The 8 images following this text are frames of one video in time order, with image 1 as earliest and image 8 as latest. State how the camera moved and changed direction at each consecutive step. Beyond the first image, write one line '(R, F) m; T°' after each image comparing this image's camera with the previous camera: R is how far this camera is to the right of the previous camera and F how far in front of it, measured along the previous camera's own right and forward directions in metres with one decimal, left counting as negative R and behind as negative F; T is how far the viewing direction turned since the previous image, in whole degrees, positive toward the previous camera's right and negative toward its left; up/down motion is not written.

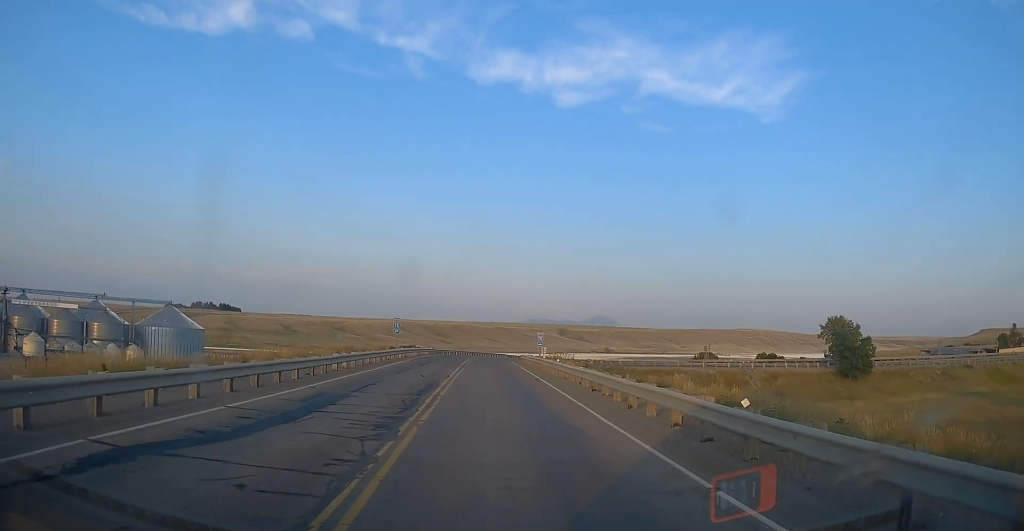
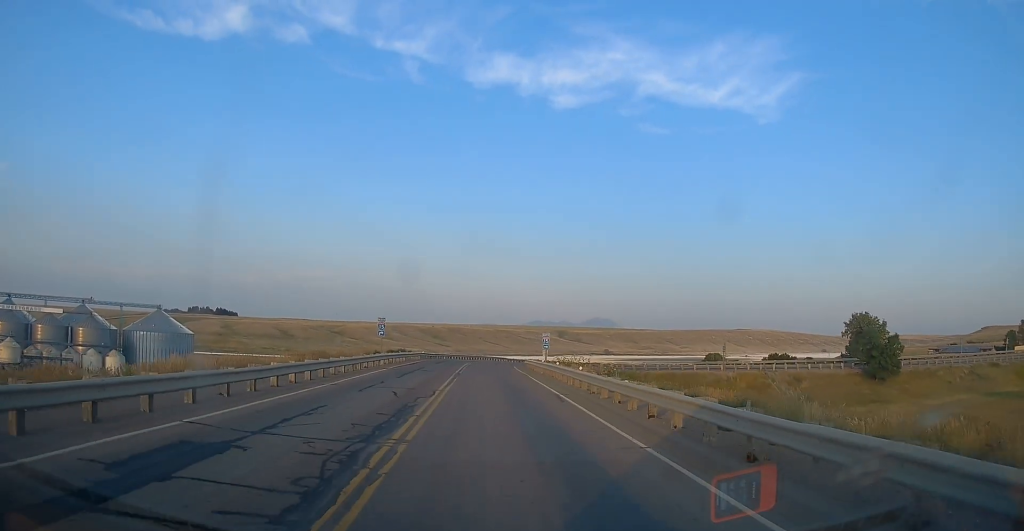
(+0.1, +7.8) m; 0°
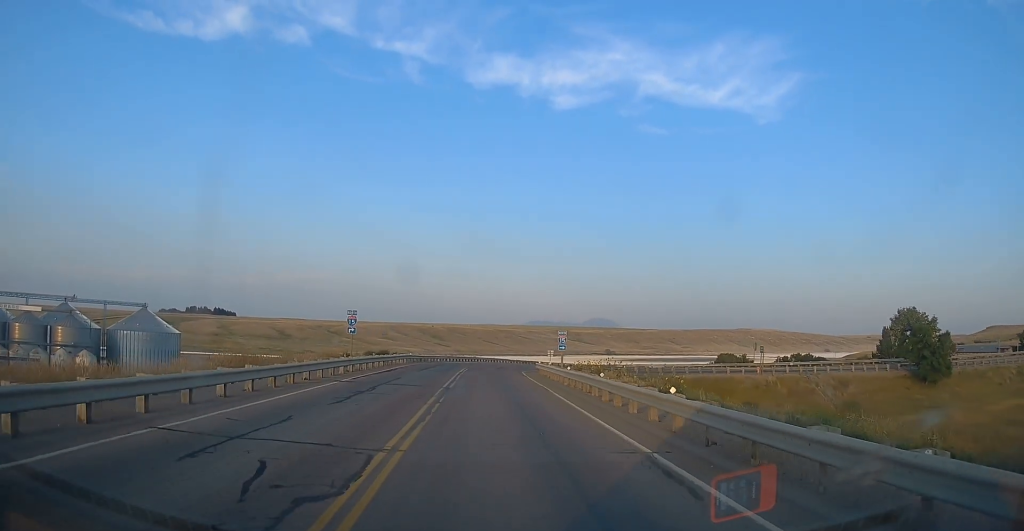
(0.0, +11.8) m; -2°
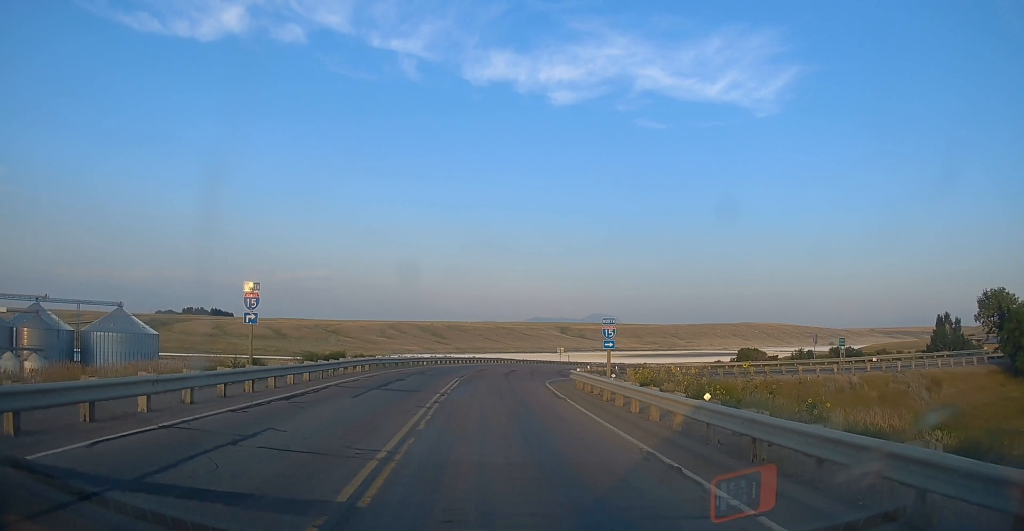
(-0.2, +17.6) m; +1°
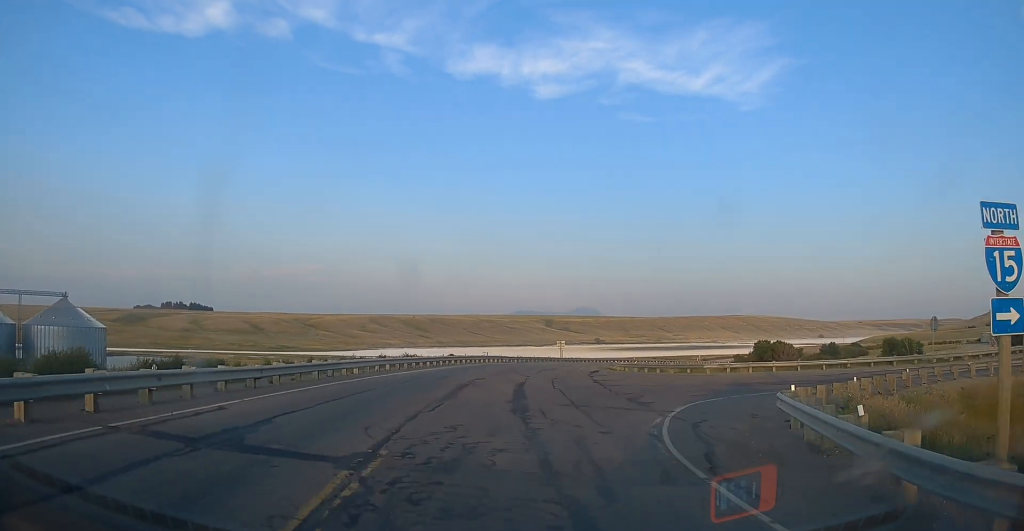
(+0.2, +25.9) m; +1°
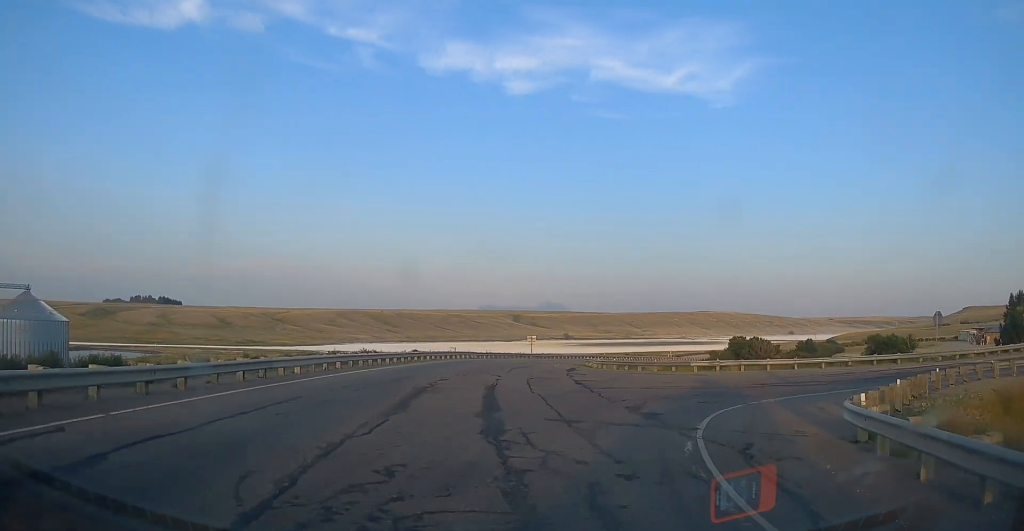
(-0.2, +5.2) m; +2°
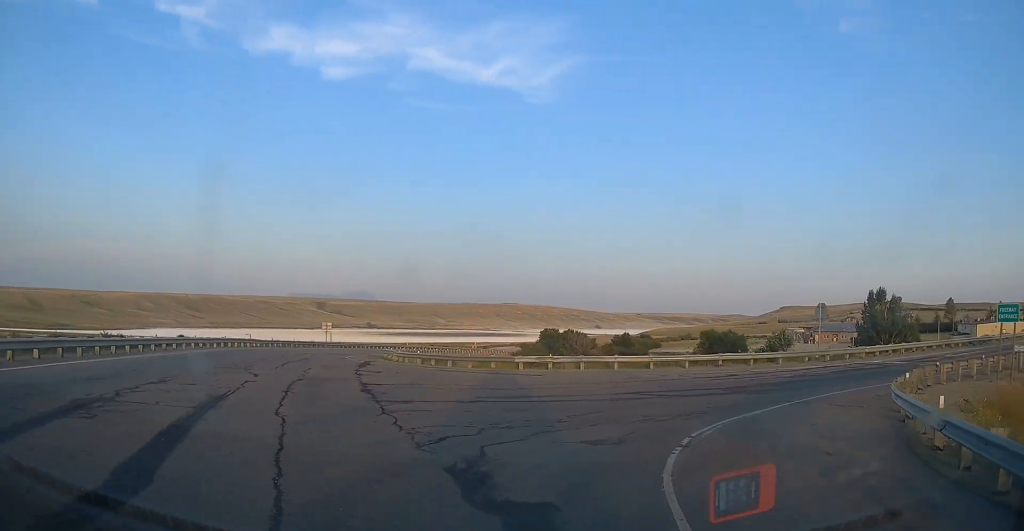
(+1.3, +10.5) m; +11°
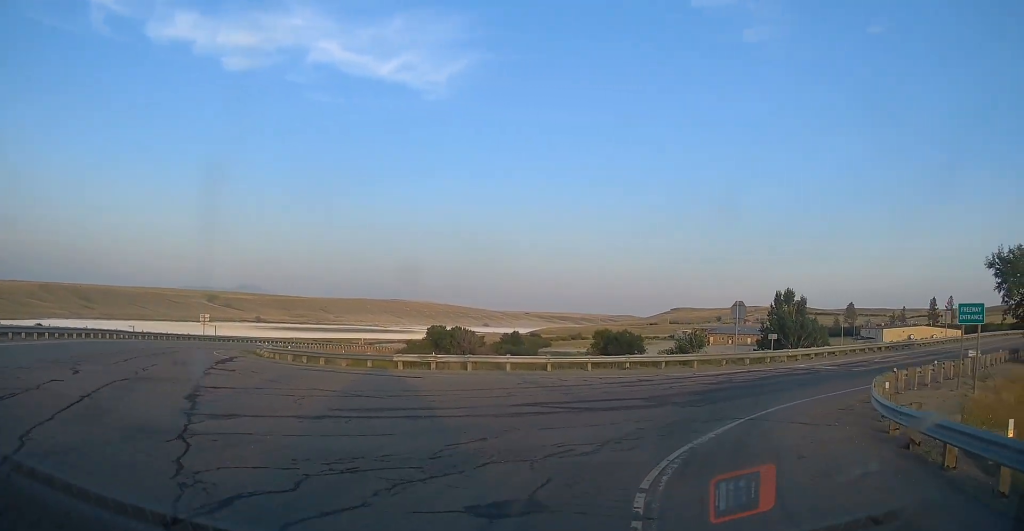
(+0.1, +4.6) m; +5°
